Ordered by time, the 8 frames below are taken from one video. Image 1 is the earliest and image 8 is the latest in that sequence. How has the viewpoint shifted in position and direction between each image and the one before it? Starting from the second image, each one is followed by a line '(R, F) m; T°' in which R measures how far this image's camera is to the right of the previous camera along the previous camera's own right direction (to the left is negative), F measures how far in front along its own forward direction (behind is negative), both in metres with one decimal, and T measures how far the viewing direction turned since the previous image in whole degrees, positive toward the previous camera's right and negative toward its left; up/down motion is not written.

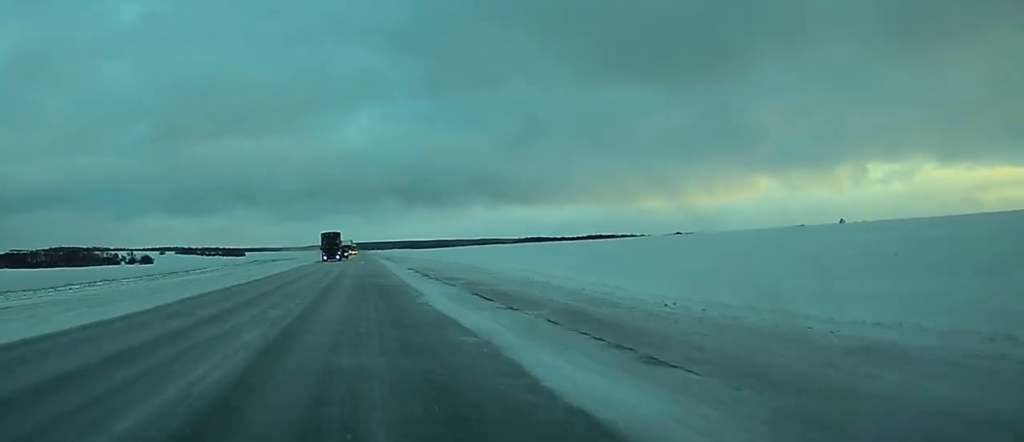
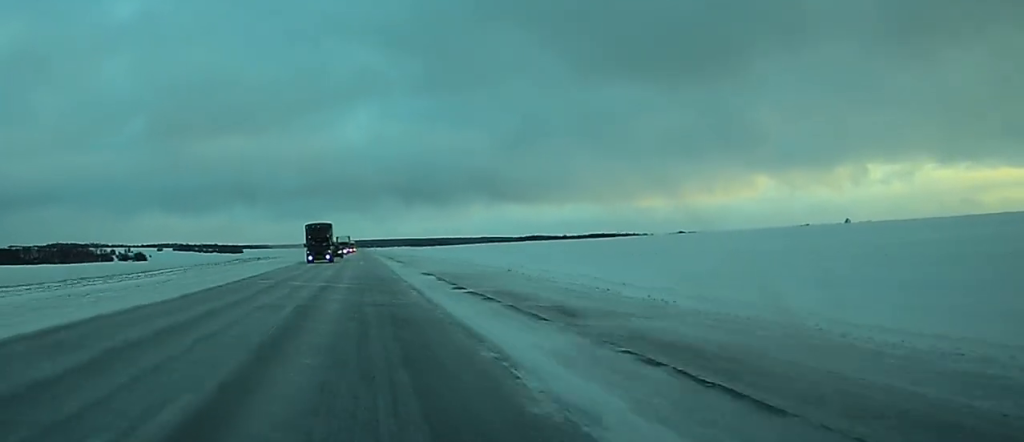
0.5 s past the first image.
(0.0, +15.0) m; 0°
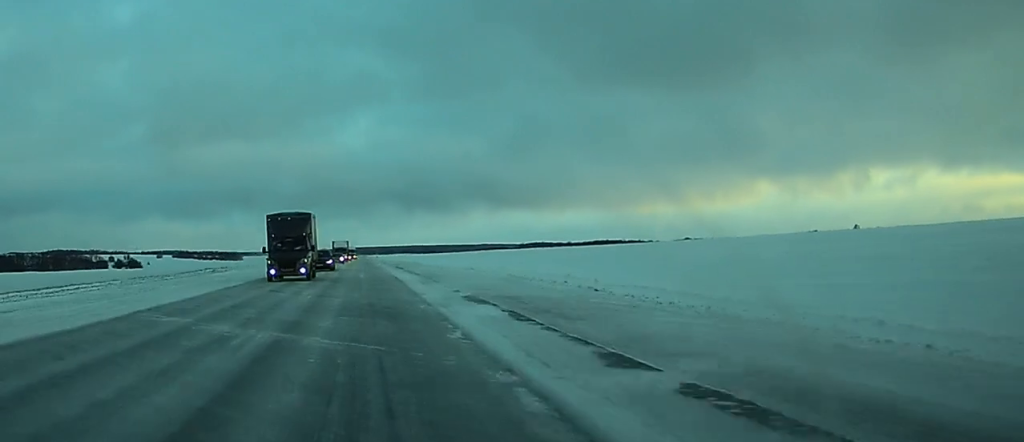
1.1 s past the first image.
(-0.1, +16.9) m; 0°
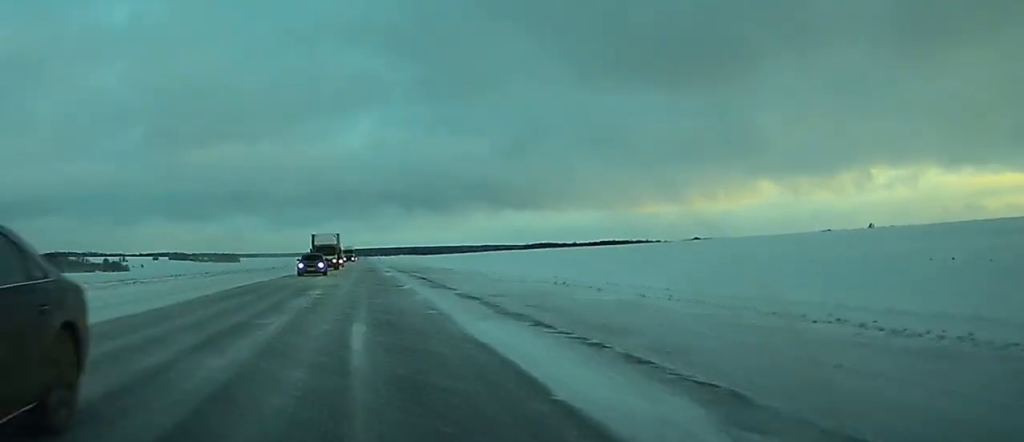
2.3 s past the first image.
(+0.1, +33.0) m; 0°
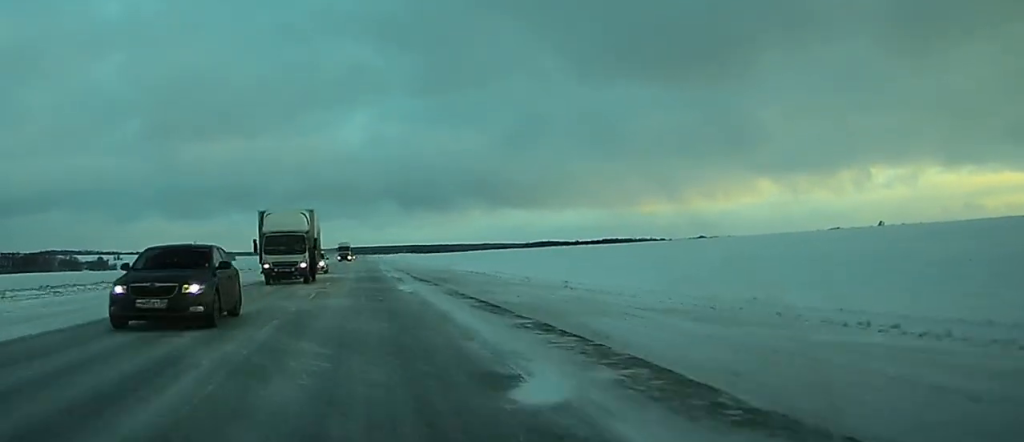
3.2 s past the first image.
(0.0, +24.6) m; 0°
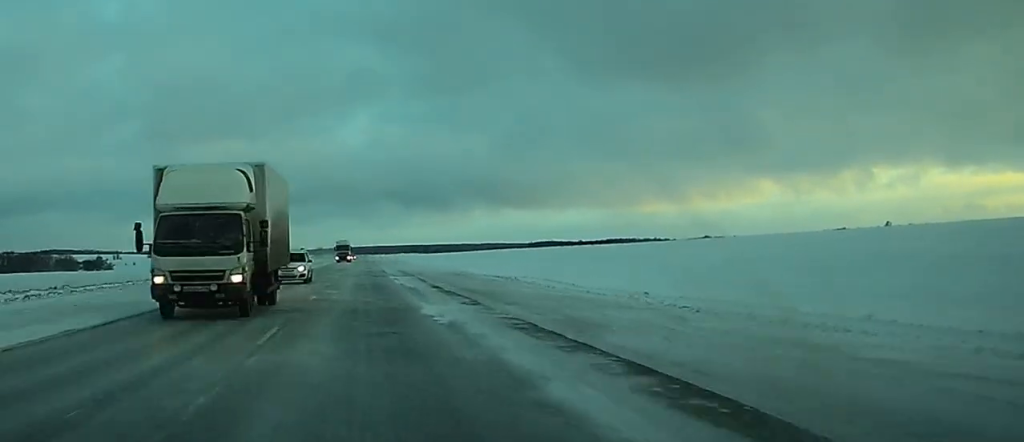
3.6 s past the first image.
(0.0, +12.3) m; 0°
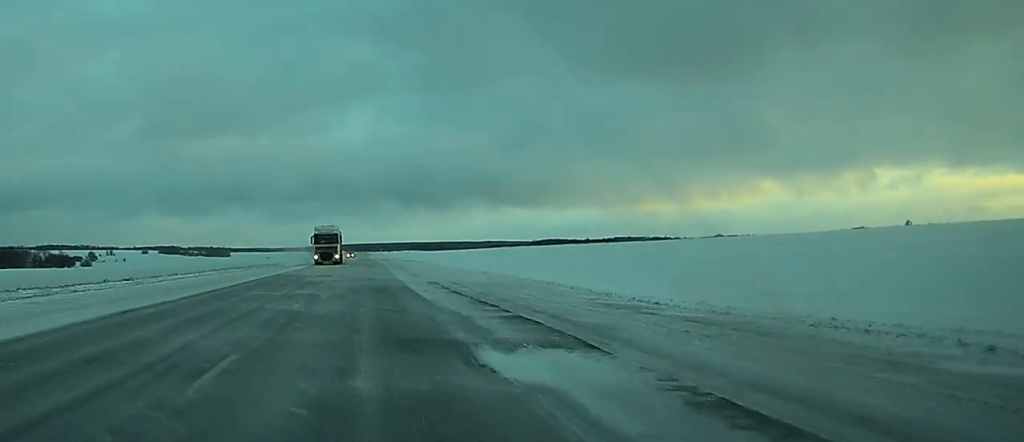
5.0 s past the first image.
(-0.1, +40.9) m; 0°
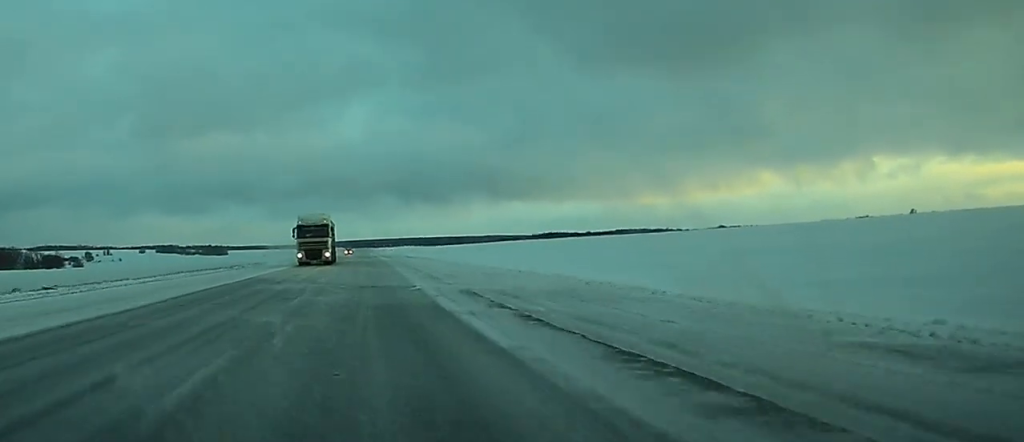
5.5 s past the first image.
(0.0, +12.4) m; 0°
